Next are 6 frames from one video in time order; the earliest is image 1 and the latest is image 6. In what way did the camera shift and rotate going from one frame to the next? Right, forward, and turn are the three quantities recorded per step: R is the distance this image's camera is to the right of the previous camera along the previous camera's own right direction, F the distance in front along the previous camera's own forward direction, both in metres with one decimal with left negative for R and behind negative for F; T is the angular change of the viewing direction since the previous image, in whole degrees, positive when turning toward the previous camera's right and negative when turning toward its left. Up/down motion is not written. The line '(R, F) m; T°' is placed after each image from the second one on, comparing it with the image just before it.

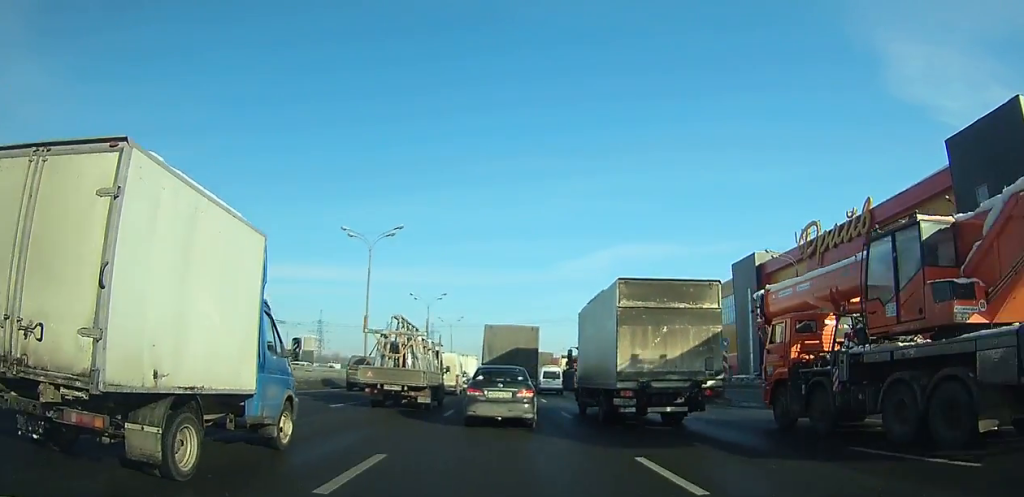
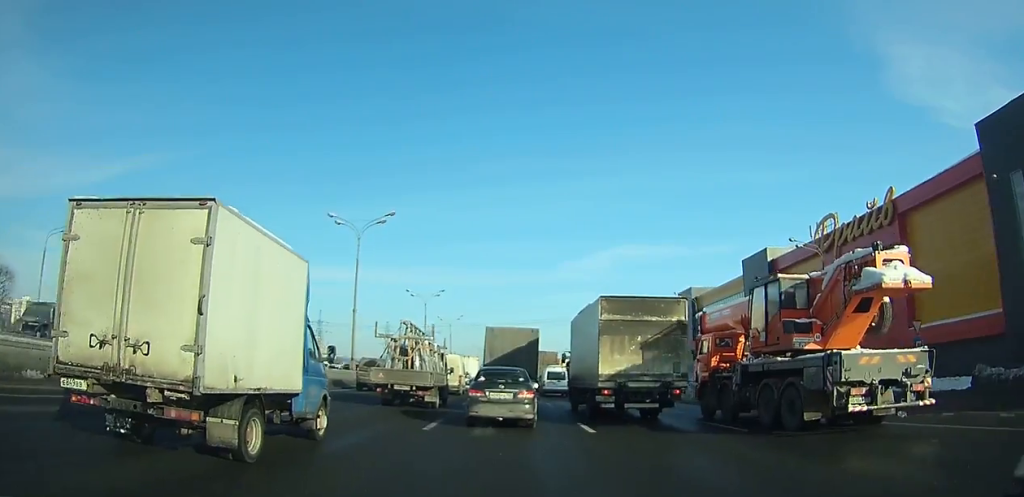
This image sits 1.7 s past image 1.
(0.0, +4.3) m; 0°
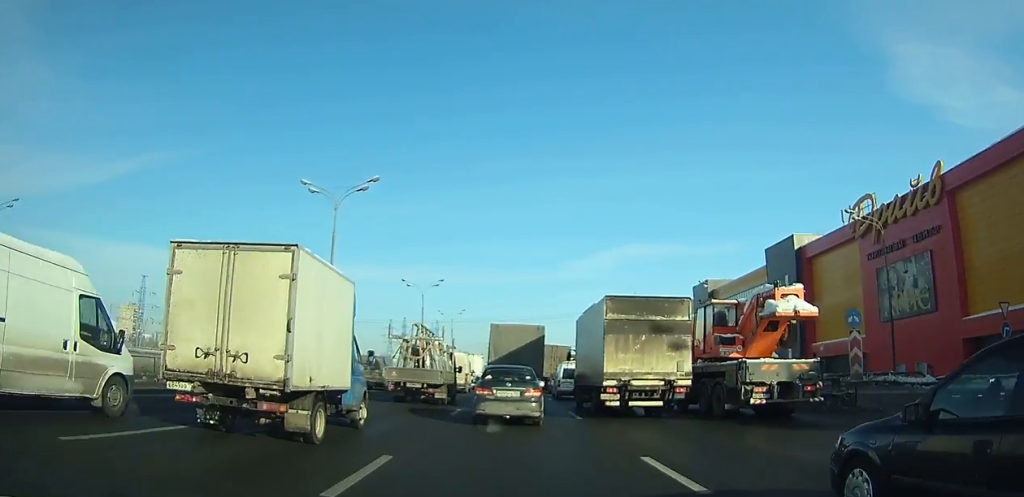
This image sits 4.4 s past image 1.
(0.0, +7.3) m; +1°
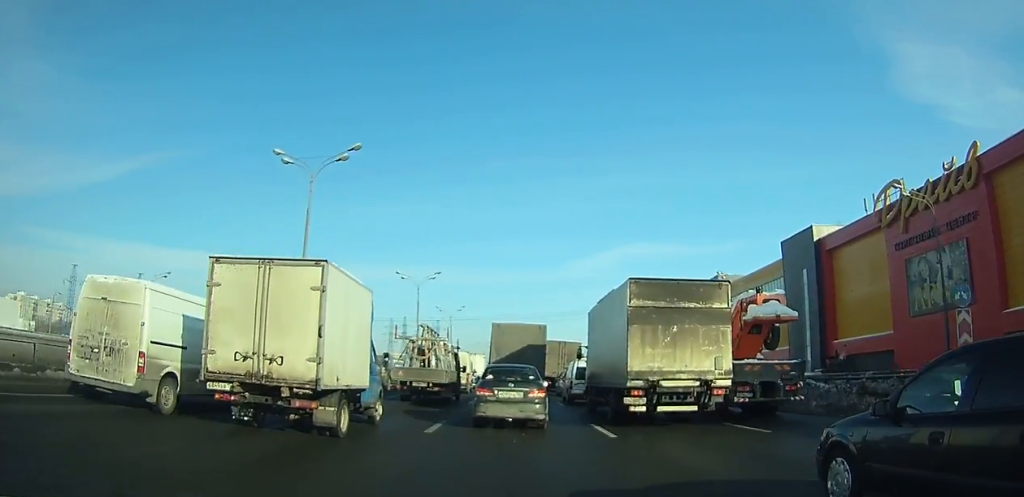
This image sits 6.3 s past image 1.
(+0.1, +5.5) m; 0°
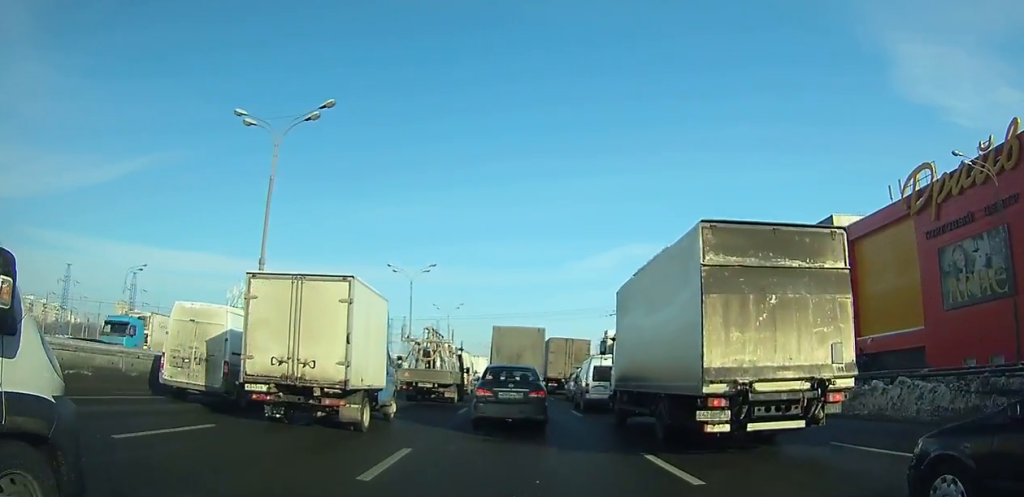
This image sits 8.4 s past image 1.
(0.0, +6.4) m; 0°
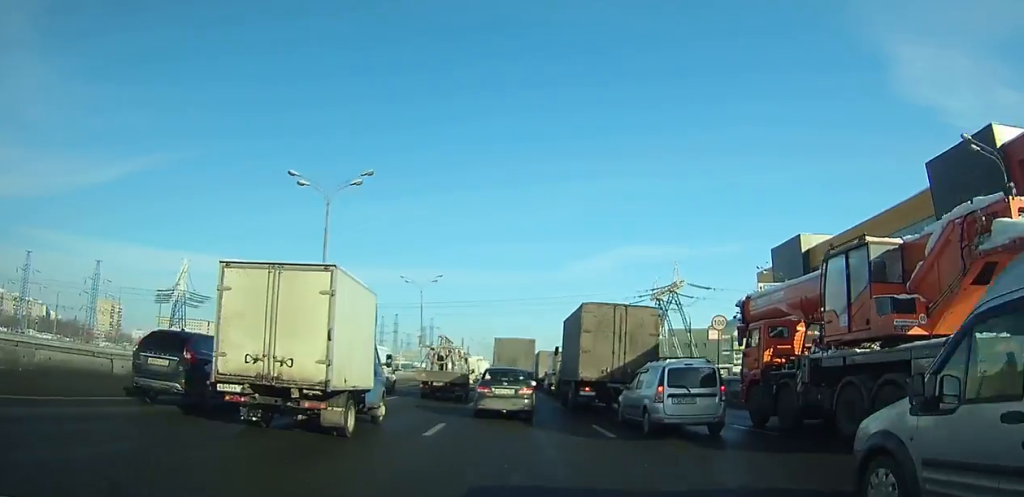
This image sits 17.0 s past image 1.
(-0.1, +29.9) m; -1°
